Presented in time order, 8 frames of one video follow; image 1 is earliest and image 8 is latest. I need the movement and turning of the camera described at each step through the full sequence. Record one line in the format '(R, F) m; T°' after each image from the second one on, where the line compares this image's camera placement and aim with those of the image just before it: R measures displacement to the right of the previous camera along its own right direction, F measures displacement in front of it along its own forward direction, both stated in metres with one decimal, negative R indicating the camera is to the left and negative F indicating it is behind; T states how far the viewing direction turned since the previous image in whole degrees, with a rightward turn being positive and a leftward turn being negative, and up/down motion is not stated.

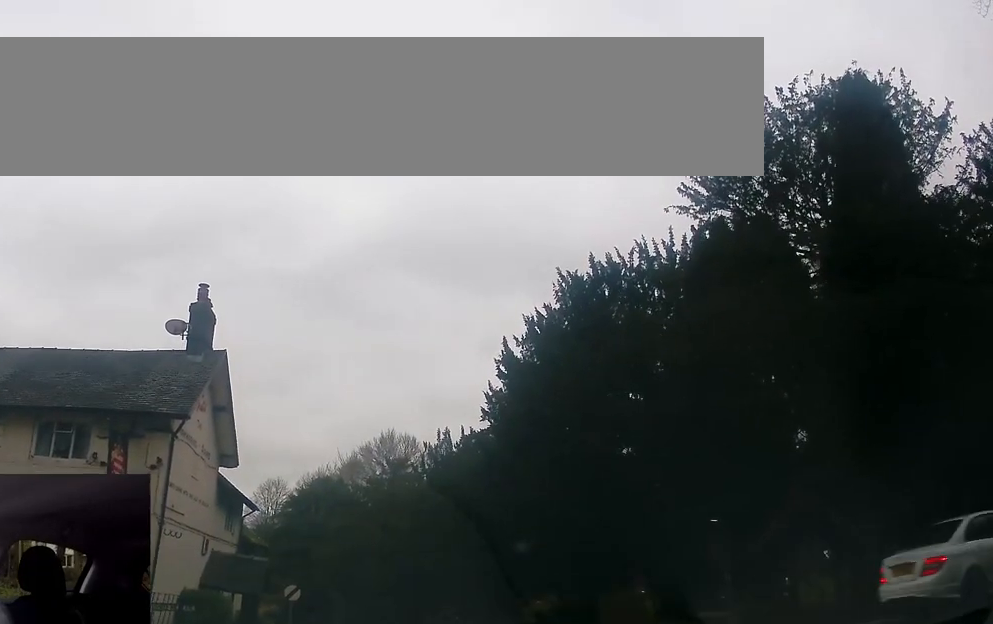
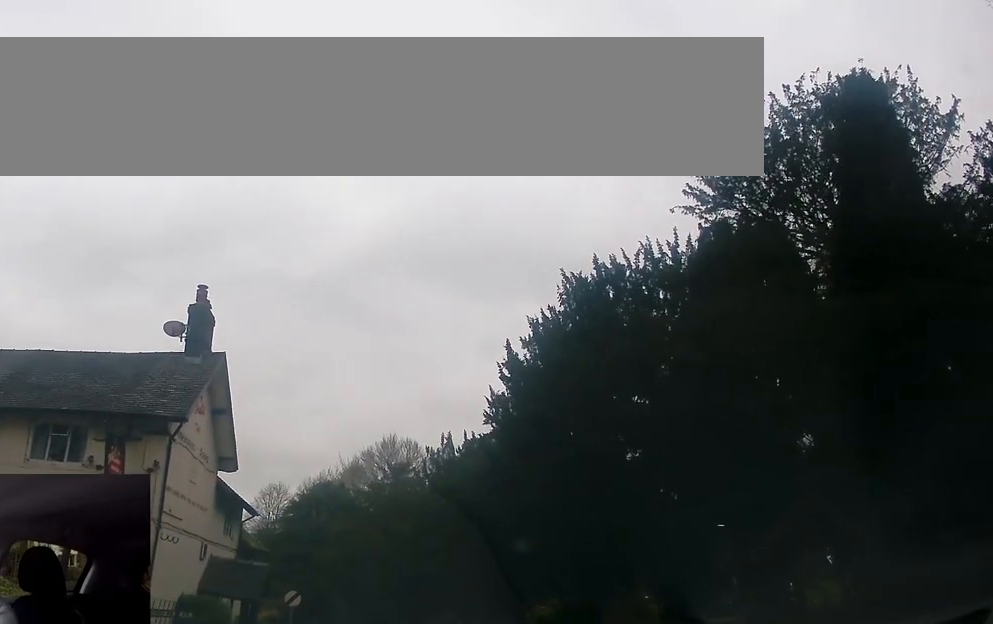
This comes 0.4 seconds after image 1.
(+0.1, +0.3) m; 0°
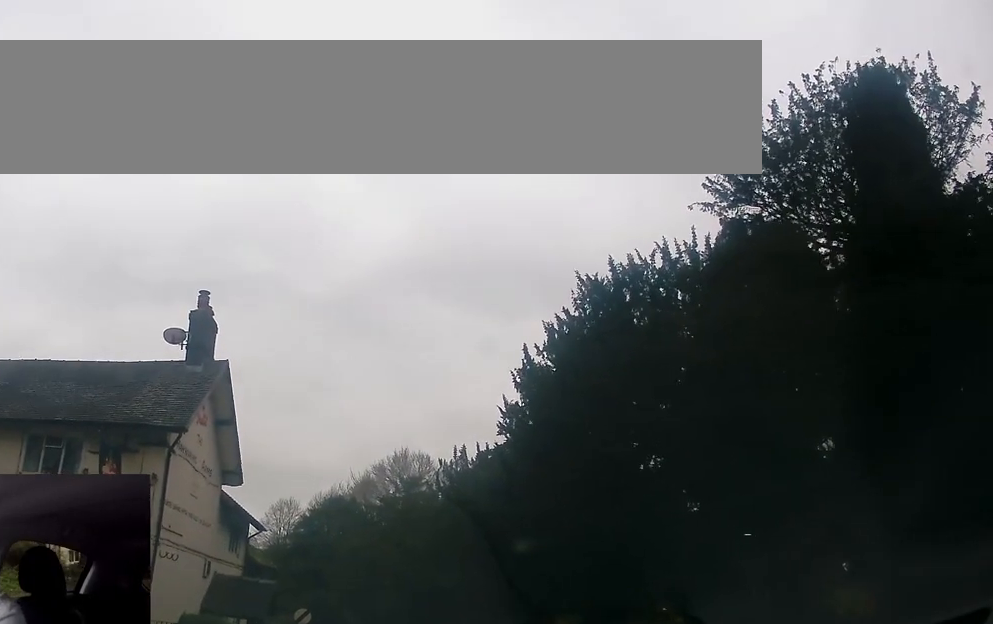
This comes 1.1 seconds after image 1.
(+0.1, +0.7) m; -2°
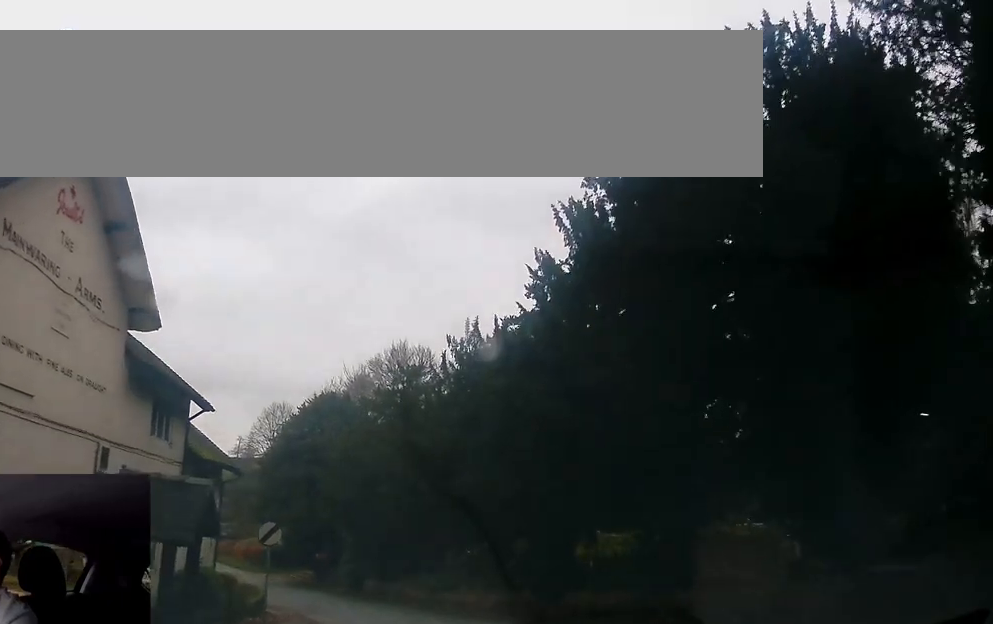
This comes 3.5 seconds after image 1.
(-0.8, +6.0) m; -6°
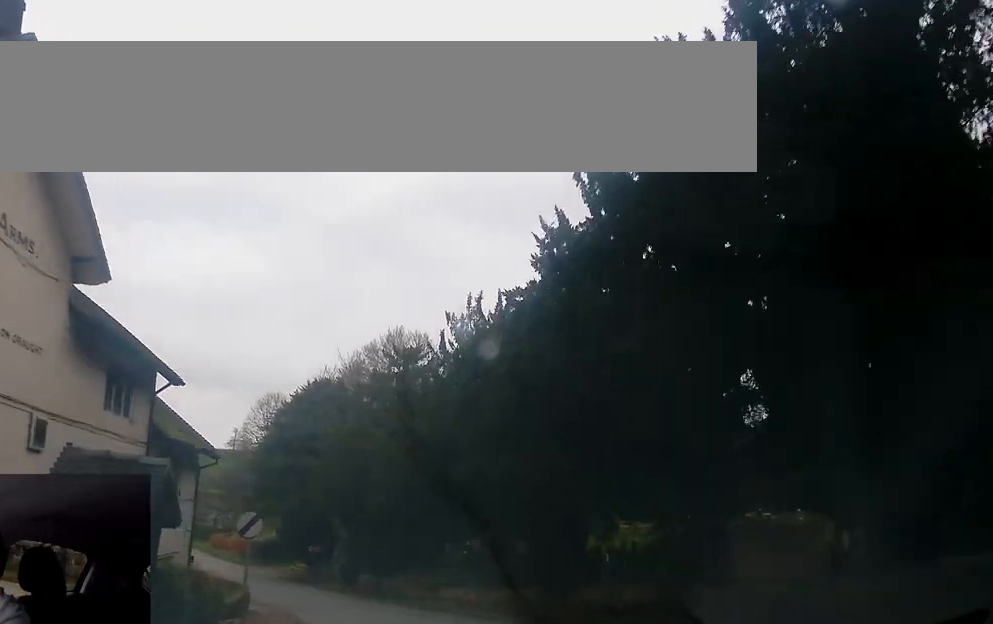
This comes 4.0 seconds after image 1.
(0.0, +1.8) m; +2°
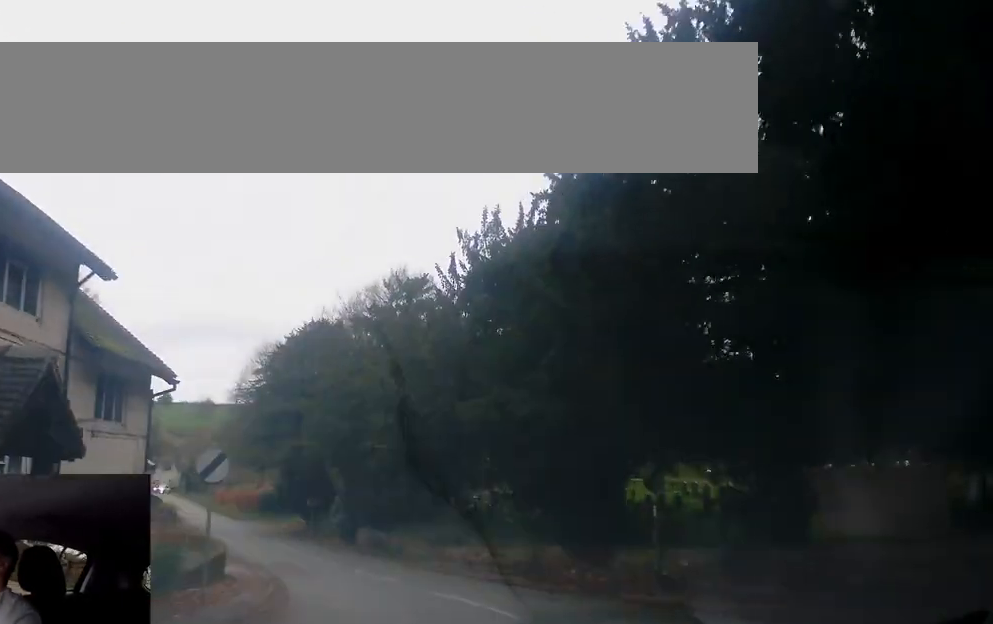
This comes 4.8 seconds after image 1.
(+0.2, +3.8) m; +2°
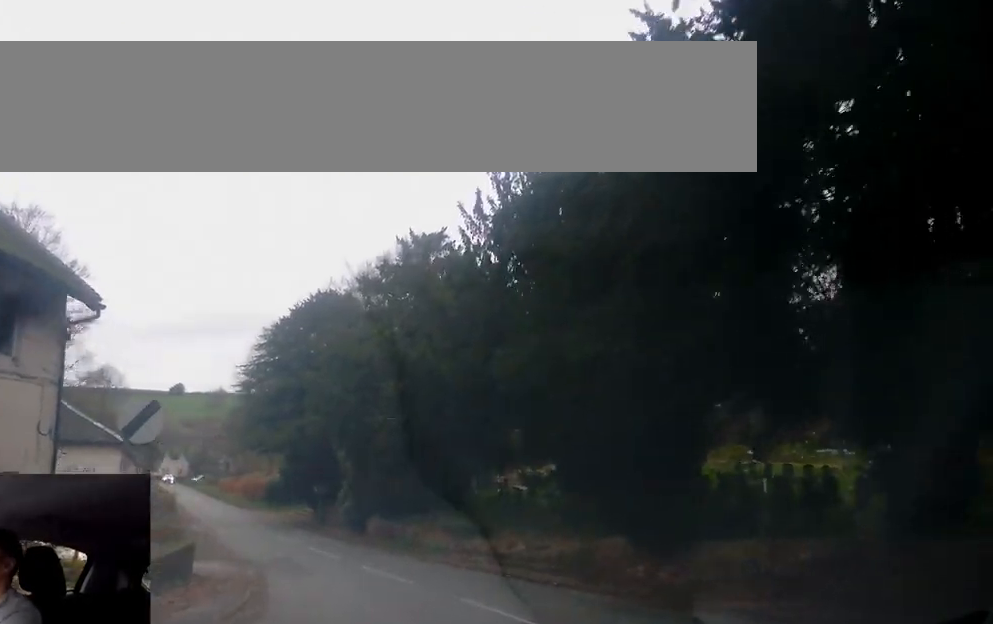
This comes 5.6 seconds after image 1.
(0.0, +4.6) m; 0°
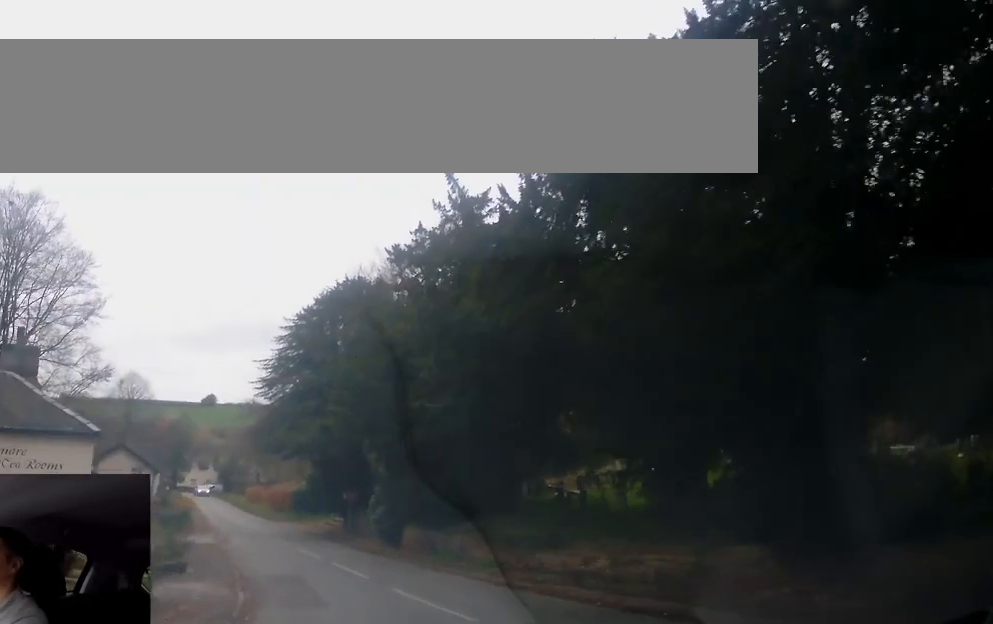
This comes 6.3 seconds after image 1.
(0.0, +4.6) m; -1°
